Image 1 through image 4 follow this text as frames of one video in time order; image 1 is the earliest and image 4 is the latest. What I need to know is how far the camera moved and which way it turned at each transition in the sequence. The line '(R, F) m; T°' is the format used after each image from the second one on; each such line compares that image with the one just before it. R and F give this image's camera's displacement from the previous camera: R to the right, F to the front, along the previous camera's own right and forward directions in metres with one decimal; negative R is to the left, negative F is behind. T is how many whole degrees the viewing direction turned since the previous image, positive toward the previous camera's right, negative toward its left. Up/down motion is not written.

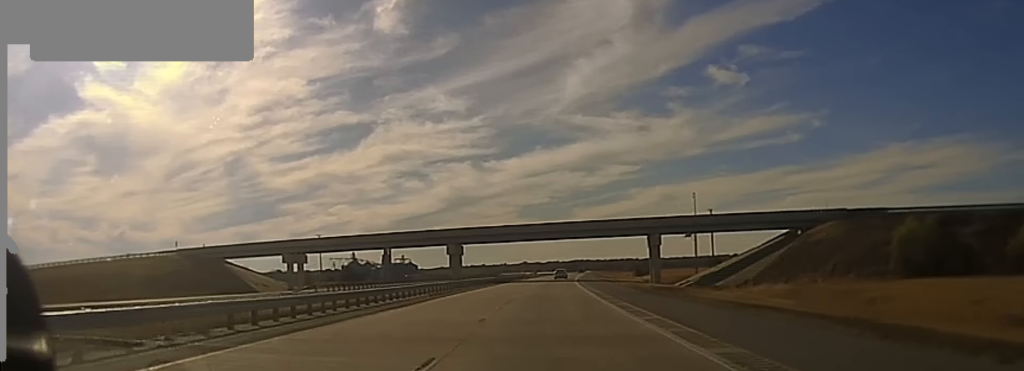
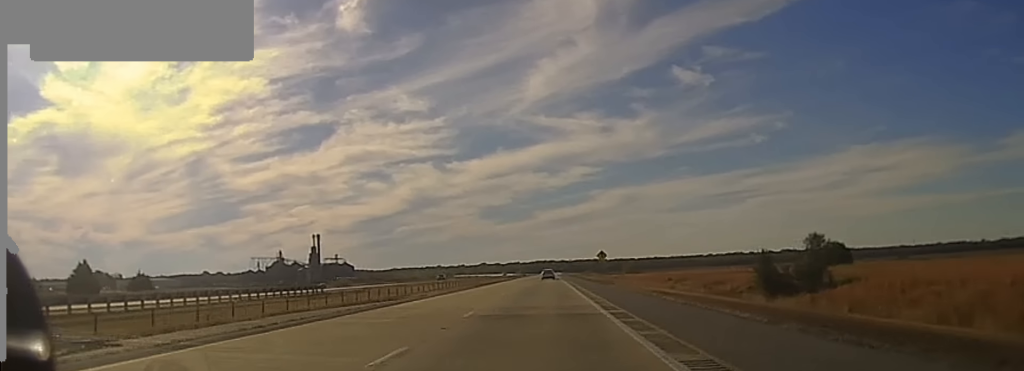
(+5.6, +153.2) m; +3°
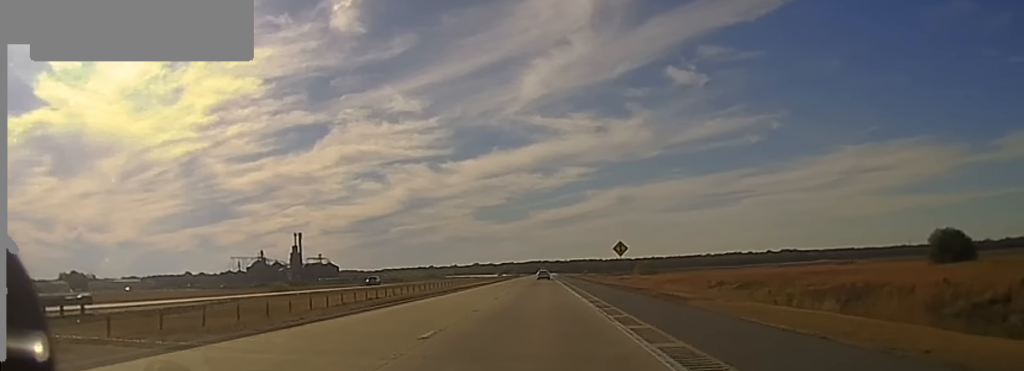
(+0.4, +49.5) m; 0°
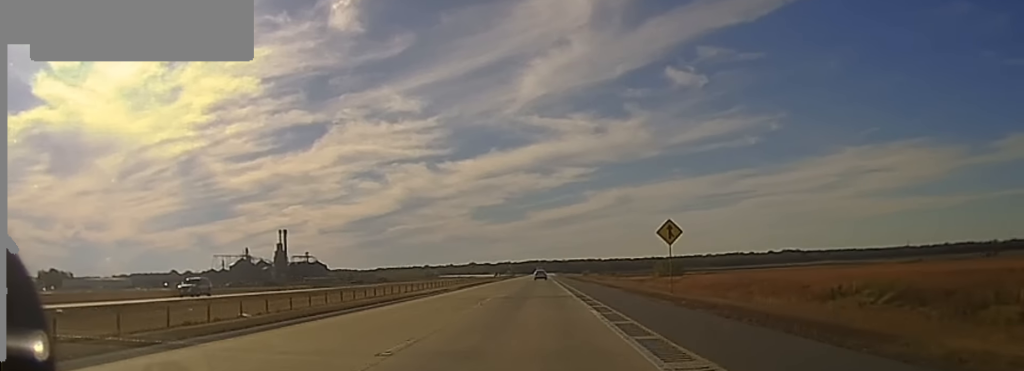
(0.0, +38.6) m; 0°
